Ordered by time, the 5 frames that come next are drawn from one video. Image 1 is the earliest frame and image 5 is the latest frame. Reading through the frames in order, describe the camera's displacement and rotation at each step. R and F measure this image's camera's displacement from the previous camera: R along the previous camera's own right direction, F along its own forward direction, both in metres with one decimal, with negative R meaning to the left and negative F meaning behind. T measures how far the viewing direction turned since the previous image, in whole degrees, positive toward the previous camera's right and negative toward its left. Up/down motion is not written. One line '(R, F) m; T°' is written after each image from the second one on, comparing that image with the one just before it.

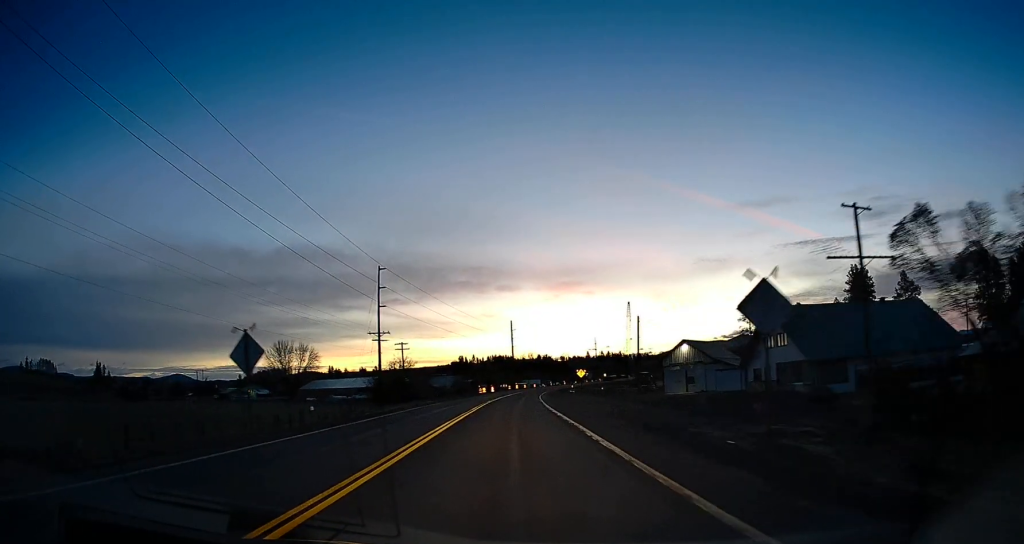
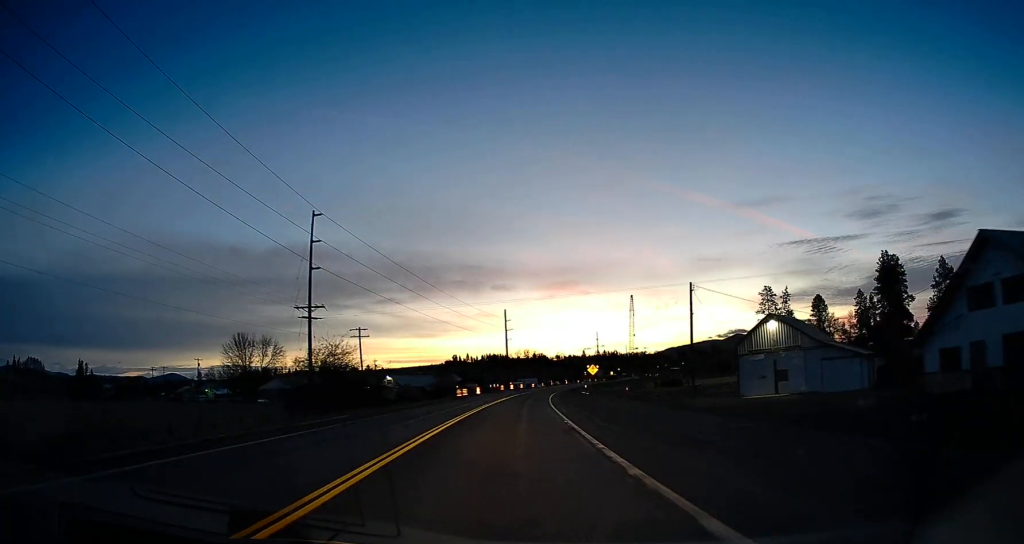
(+0.3, +26.4) m; +2°
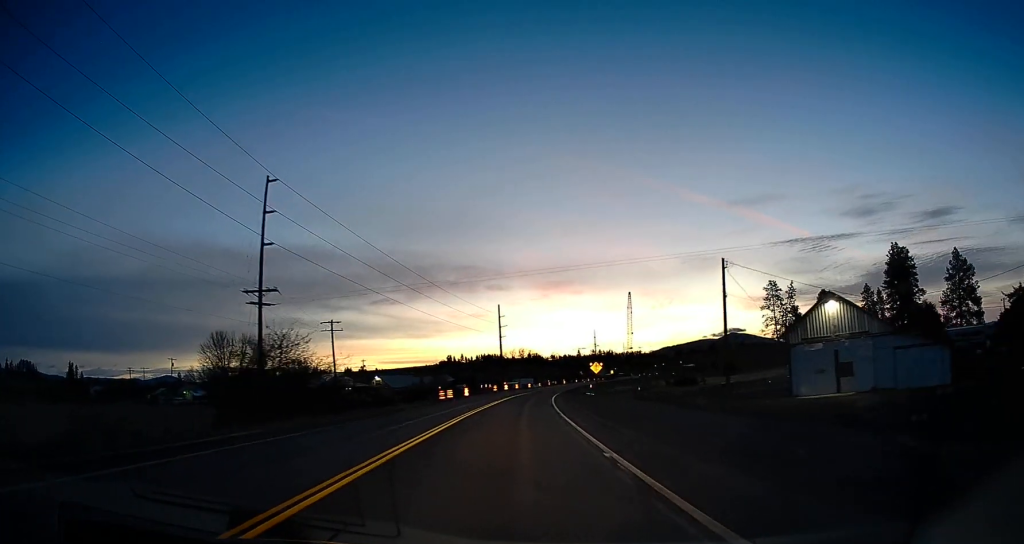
(+0.2, +10.2) m; 0°
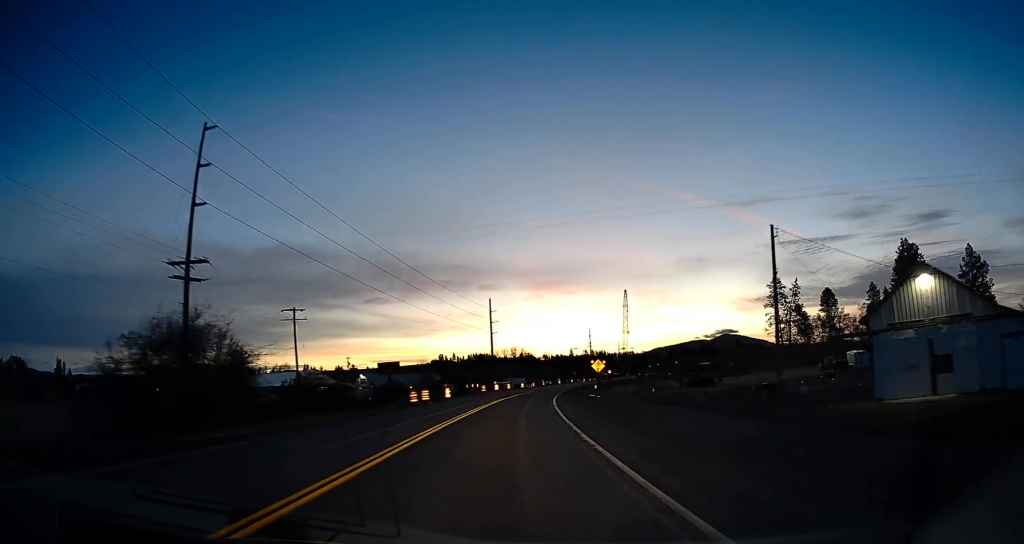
(0.0, +10.2) m; 0°
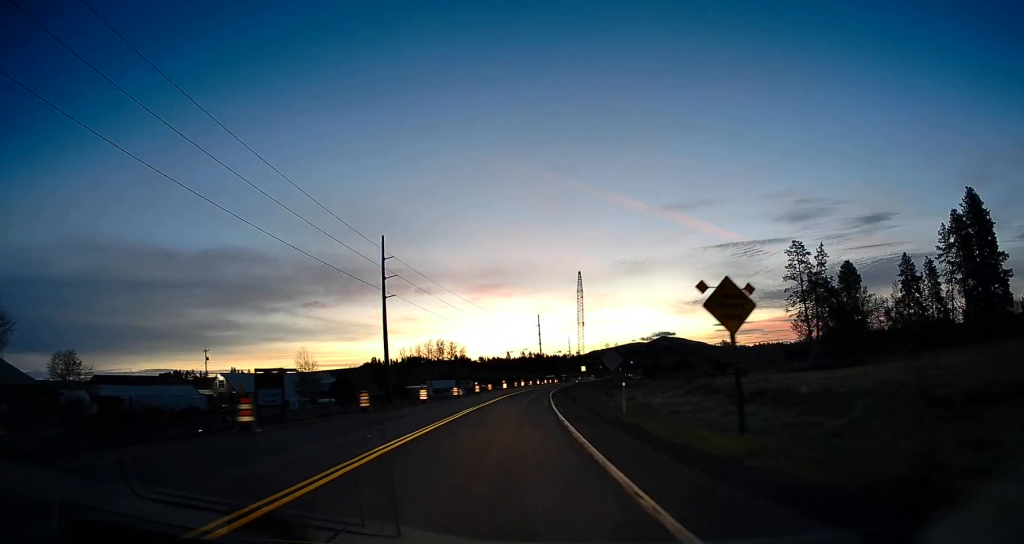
(+1.4, +63.8) m; +4°
